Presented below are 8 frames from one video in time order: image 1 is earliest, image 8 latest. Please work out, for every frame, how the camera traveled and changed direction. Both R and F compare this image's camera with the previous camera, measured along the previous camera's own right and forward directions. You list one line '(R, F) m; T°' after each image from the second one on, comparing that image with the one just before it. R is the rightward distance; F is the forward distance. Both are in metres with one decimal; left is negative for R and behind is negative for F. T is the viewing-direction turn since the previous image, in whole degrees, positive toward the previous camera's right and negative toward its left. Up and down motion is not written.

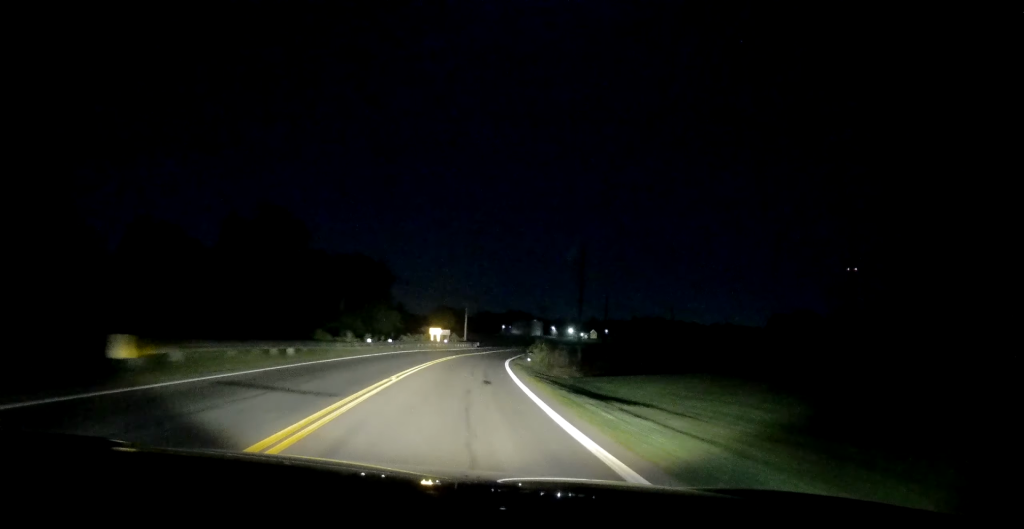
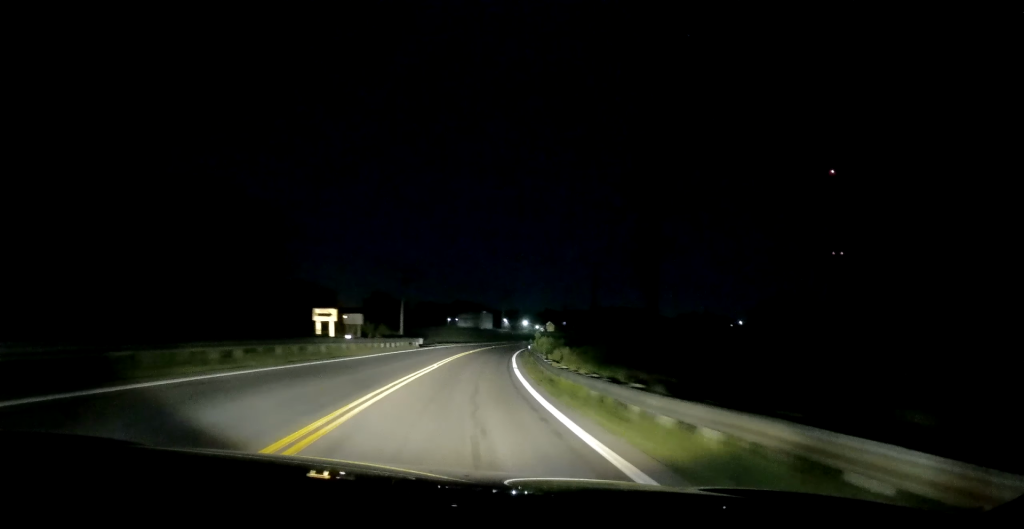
(+1.1, +38.4) m; +5°
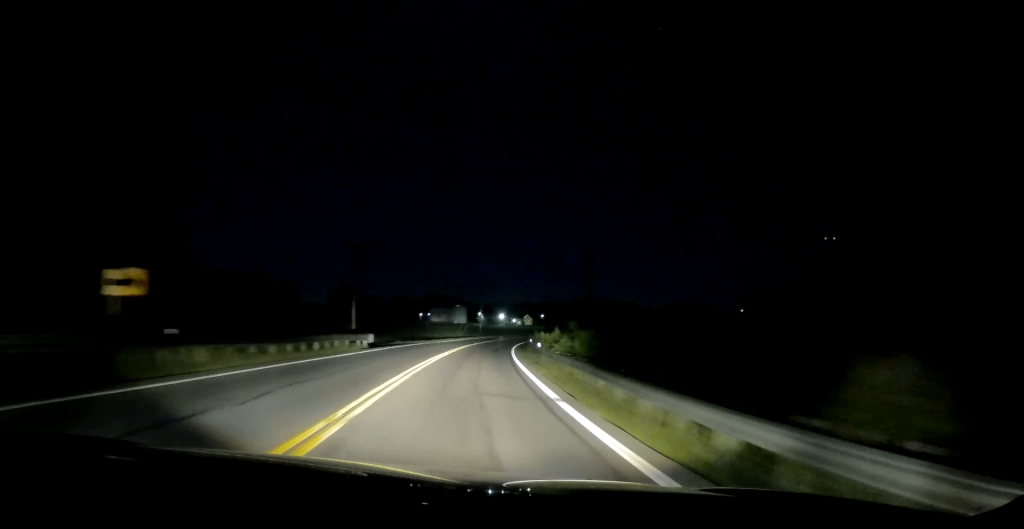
(+0.8, +17.8) m; +3°
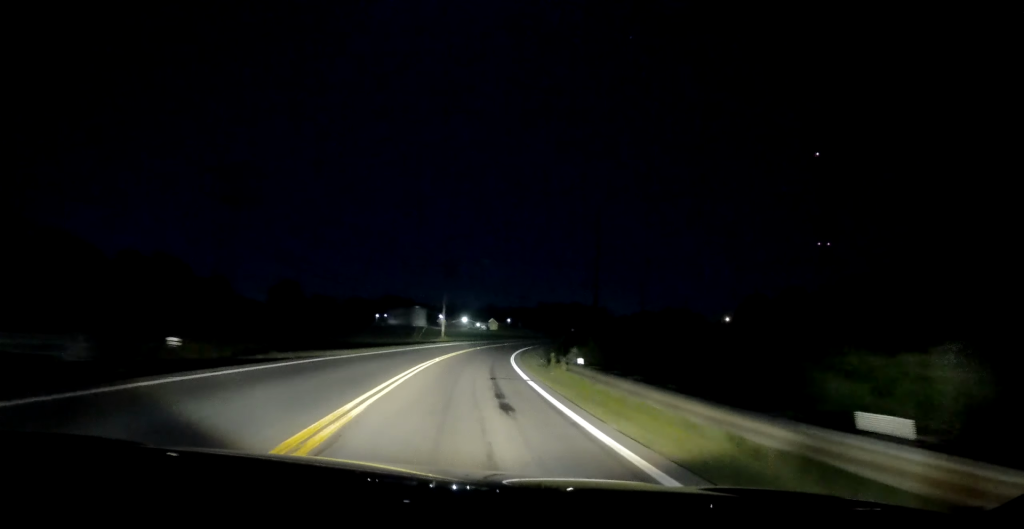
(+0.3, +26.3) m; +3°
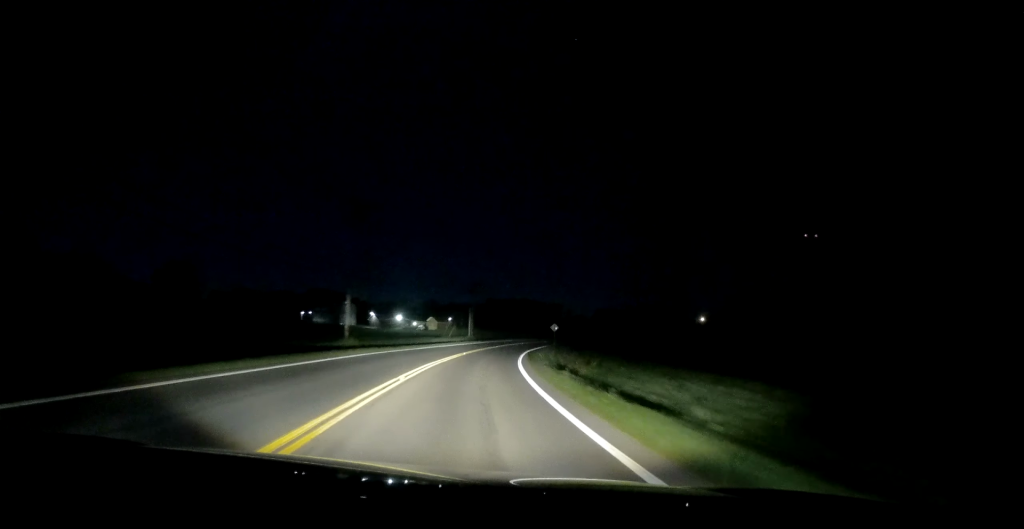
(+2.1, +38.0) m; +6°
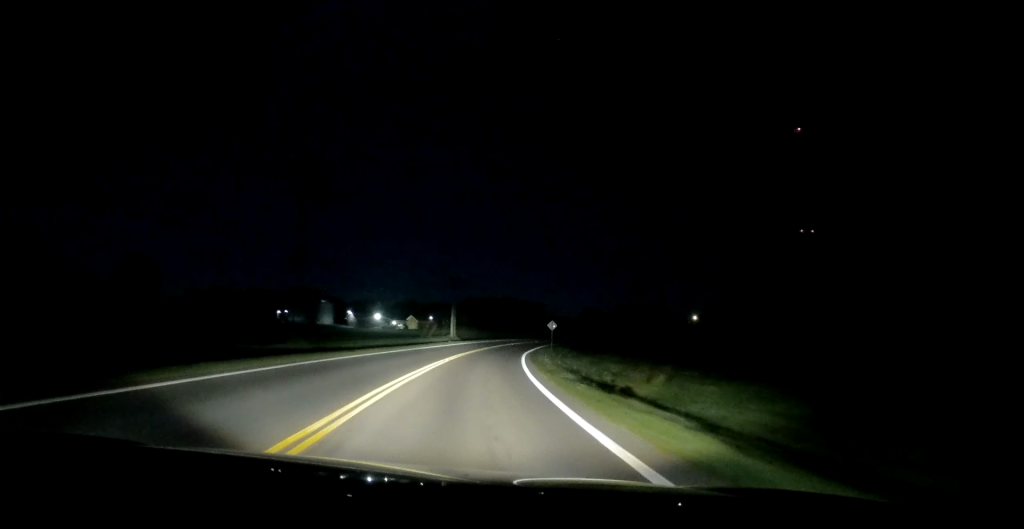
(+0.2, +10.9) m; +1°
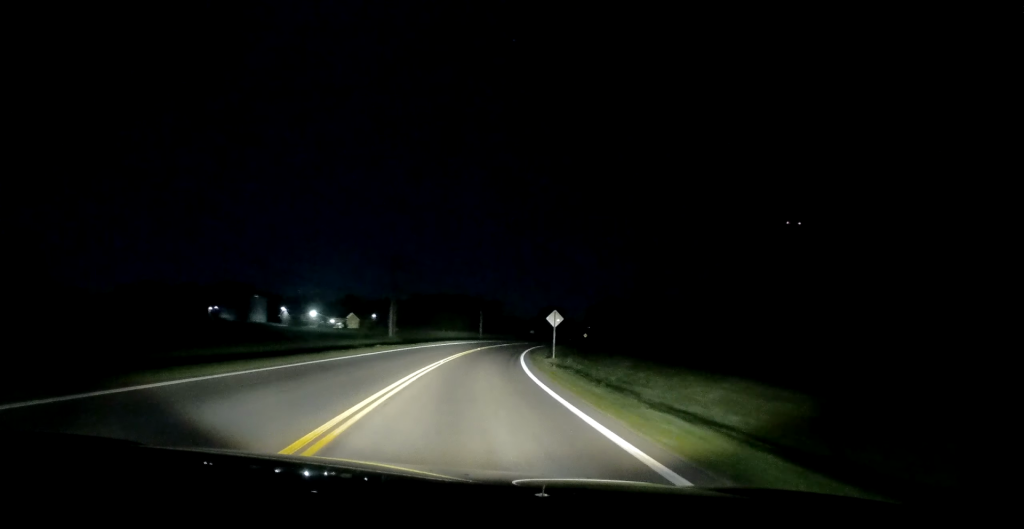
(+0.9, +26.2) m; +4°
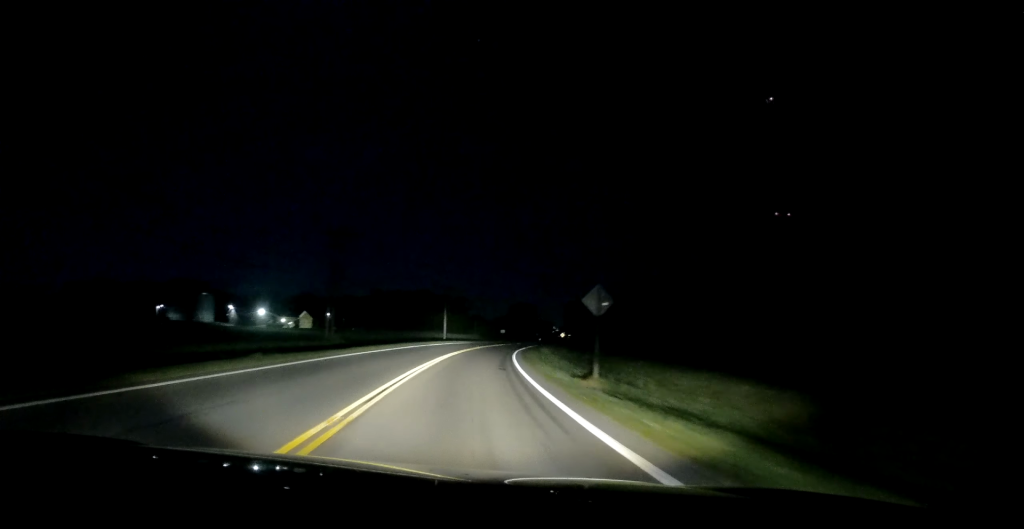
(+0.2, +17.7) m; +4°
